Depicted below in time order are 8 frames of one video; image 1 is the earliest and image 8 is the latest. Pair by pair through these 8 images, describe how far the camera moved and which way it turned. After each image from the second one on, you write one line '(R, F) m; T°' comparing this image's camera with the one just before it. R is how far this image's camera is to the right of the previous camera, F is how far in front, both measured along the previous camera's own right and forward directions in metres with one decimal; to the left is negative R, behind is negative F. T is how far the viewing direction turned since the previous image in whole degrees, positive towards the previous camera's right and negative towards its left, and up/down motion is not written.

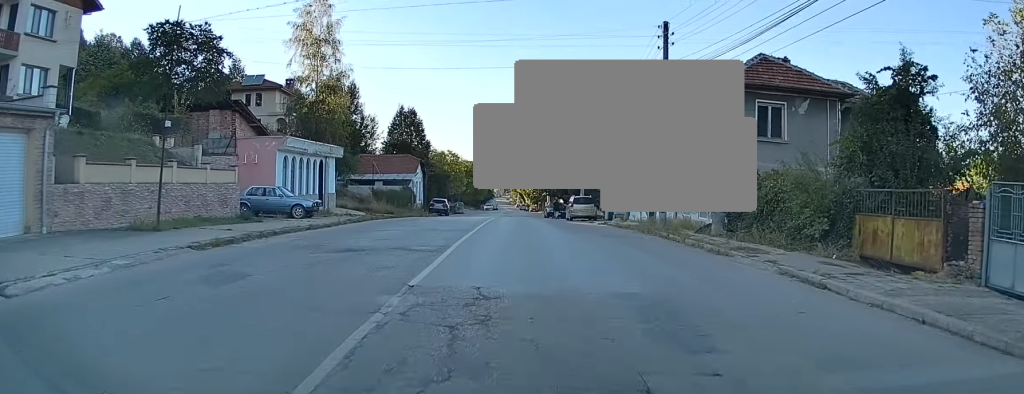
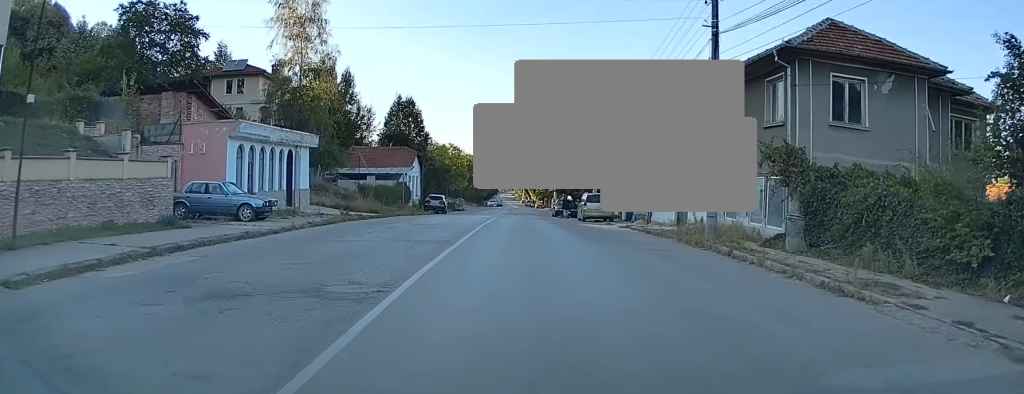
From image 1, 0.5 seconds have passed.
(+0.1, +6.2) m; 0°
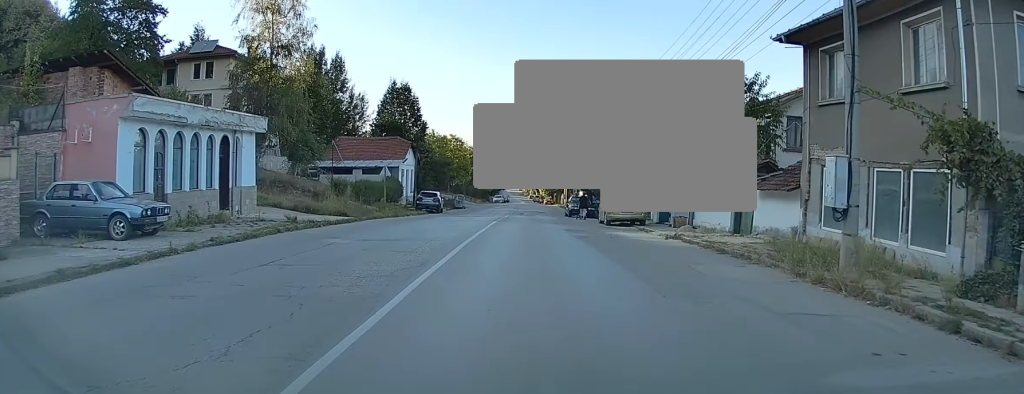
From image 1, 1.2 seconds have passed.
(-0.1, +8.2) m; 0°
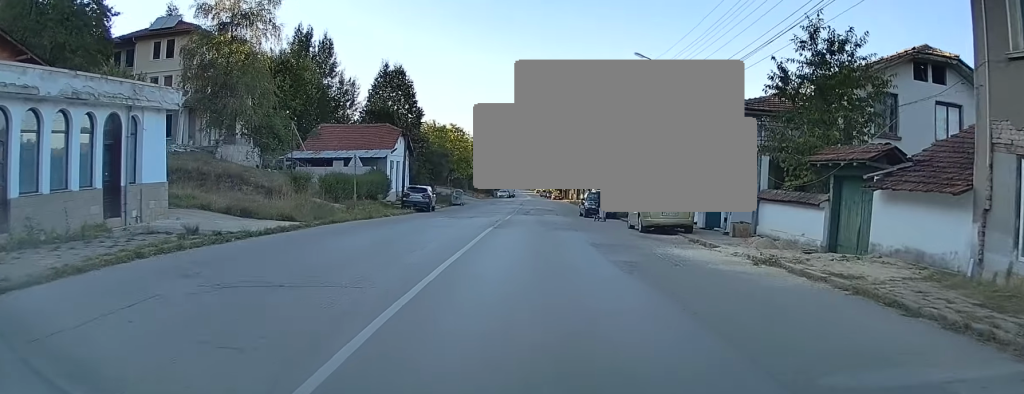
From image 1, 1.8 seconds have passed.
(-0.1, +7.9) m; 0°
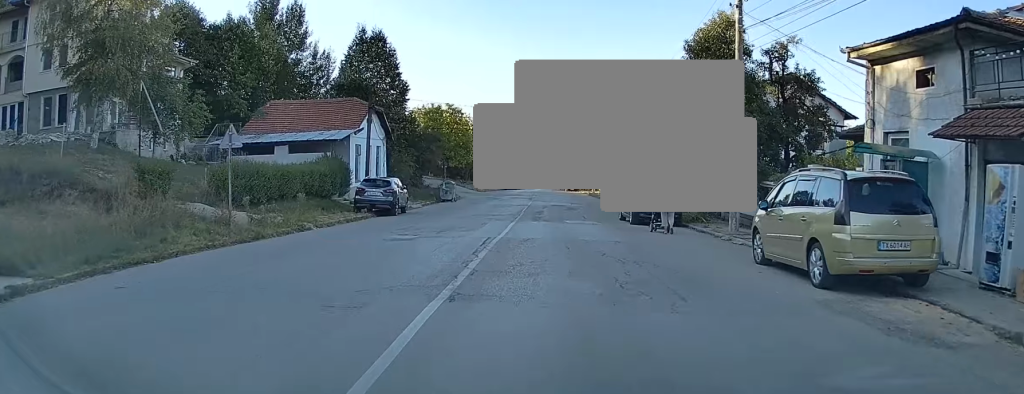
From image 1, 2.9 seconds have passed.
(+0.1, +14.0) m; -1°
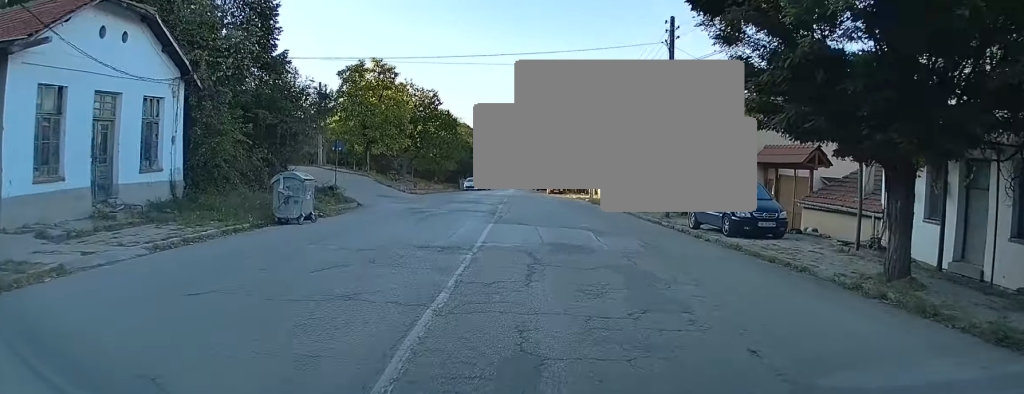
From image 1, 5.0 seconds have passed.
(-0.3, +27.2) m; +1°
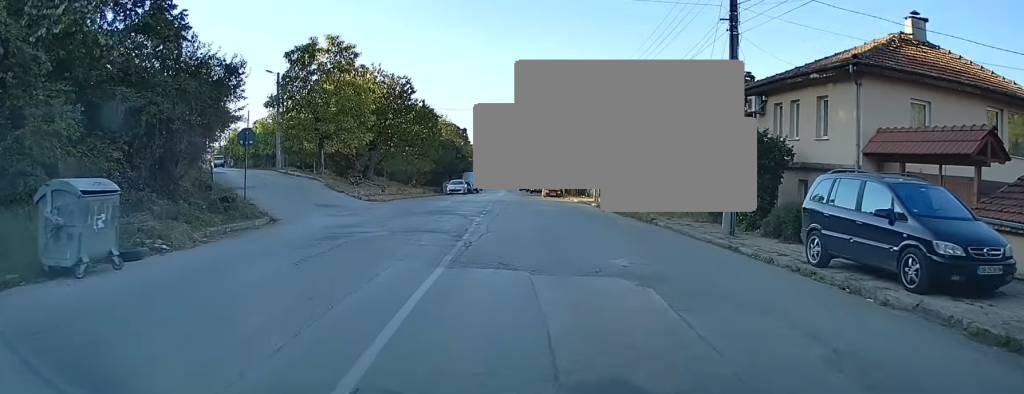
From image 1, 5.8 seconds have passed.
(+0.1, +9.9) m; +1°
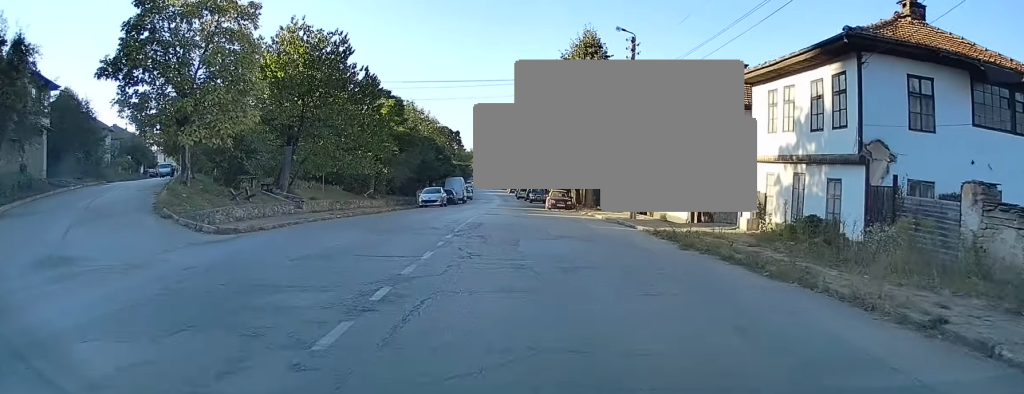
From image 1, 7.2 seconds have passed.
(0.0, +17.4) m; 0°
